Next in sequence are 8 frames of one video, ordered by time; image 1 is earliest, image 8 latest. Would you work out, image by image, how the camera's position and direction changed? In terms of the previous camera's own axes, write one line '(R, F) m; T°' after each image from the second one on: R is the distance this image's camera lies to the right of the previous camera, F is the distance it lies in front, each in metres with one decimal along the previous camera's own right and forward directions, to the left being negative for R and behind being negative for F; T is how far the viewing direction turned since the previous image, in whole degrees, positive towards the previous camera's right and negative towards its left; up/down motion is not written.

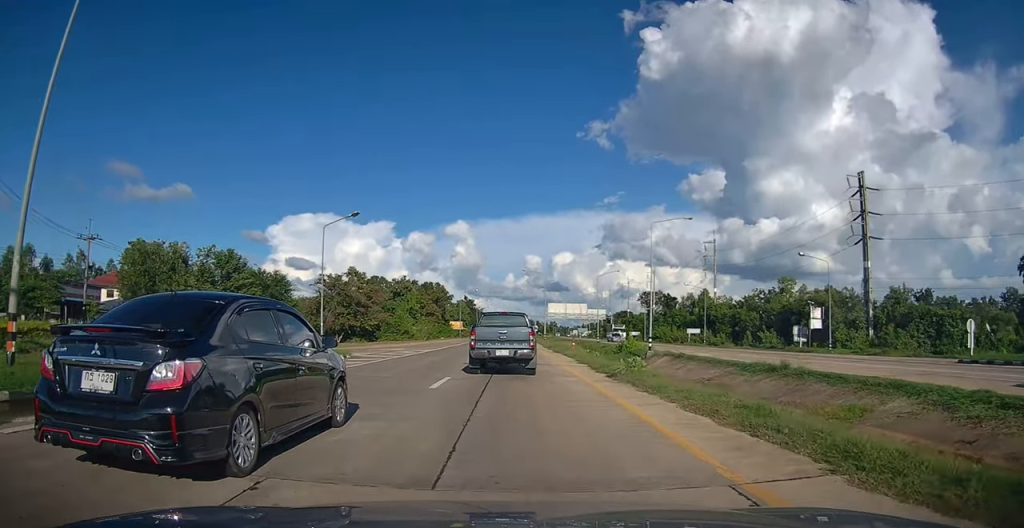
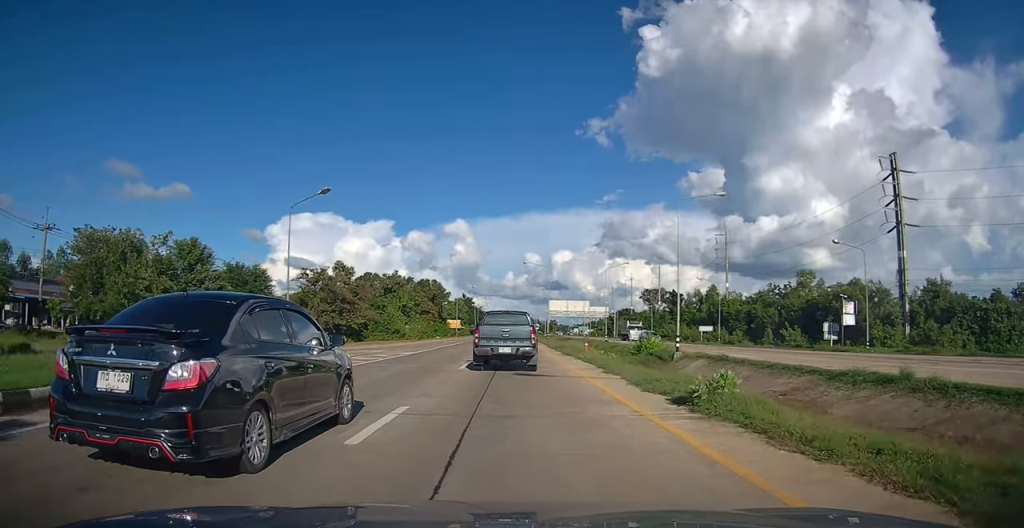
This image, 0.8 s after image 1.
(+0.1, +6.0) m; +1°
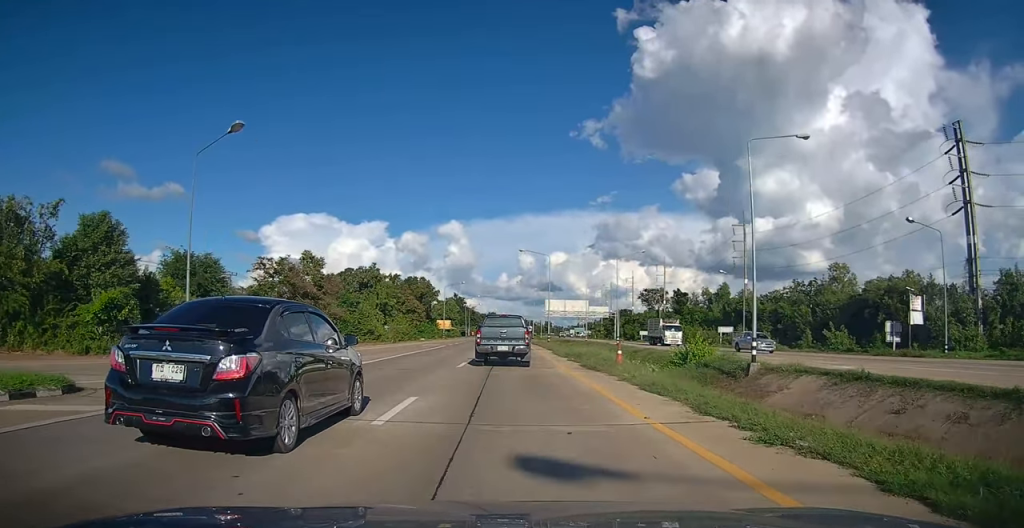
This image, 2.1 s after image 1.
(+0.1, +10.6) m; 0°
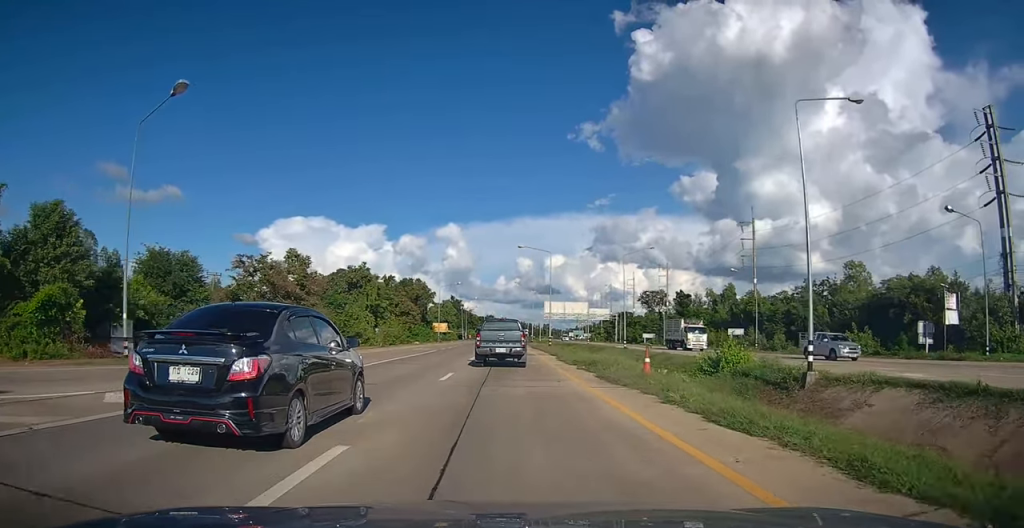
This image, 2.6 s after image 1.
(0.0, +4.1) m; 0°
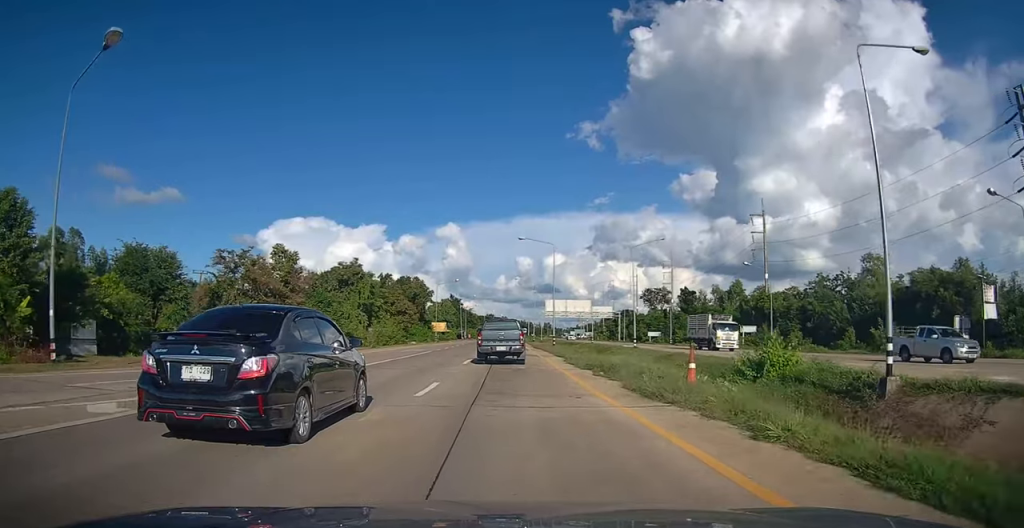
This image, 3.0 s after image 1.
(0.0, +3.6) m; 0°
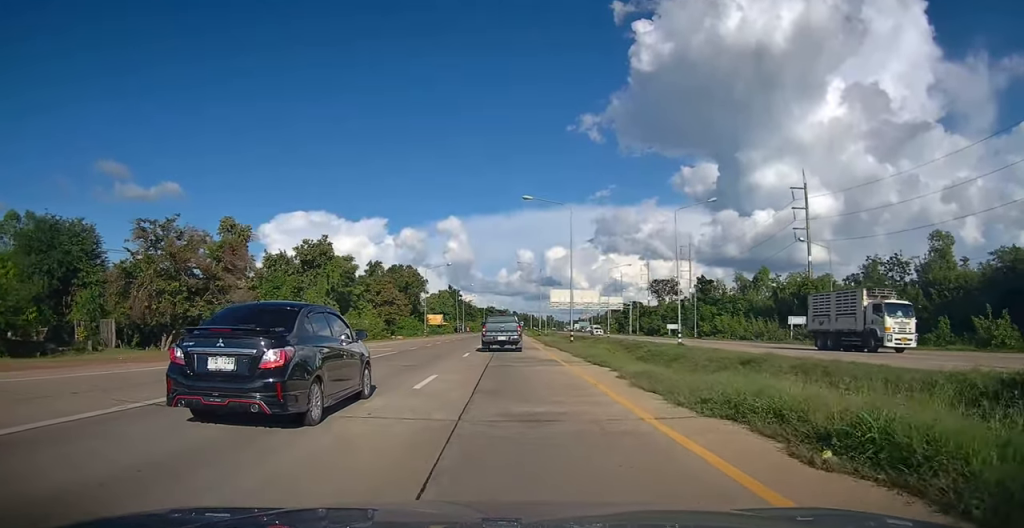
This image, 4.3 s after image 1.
(+0.1, +11.2) m; 0°
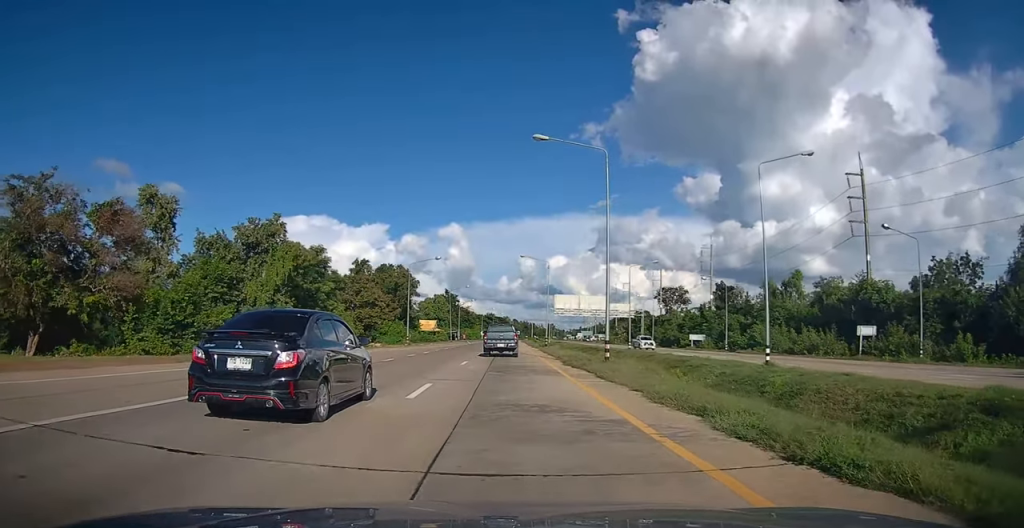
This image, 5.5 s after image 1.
(-0.1, +11.5) m; -1°
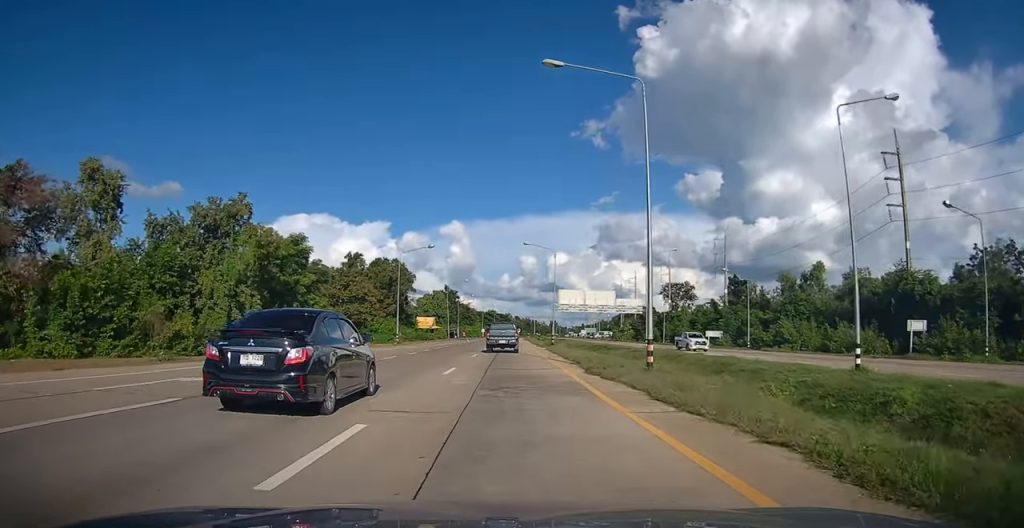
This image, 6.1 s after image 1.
(0.0, +6.1) m; 0°
